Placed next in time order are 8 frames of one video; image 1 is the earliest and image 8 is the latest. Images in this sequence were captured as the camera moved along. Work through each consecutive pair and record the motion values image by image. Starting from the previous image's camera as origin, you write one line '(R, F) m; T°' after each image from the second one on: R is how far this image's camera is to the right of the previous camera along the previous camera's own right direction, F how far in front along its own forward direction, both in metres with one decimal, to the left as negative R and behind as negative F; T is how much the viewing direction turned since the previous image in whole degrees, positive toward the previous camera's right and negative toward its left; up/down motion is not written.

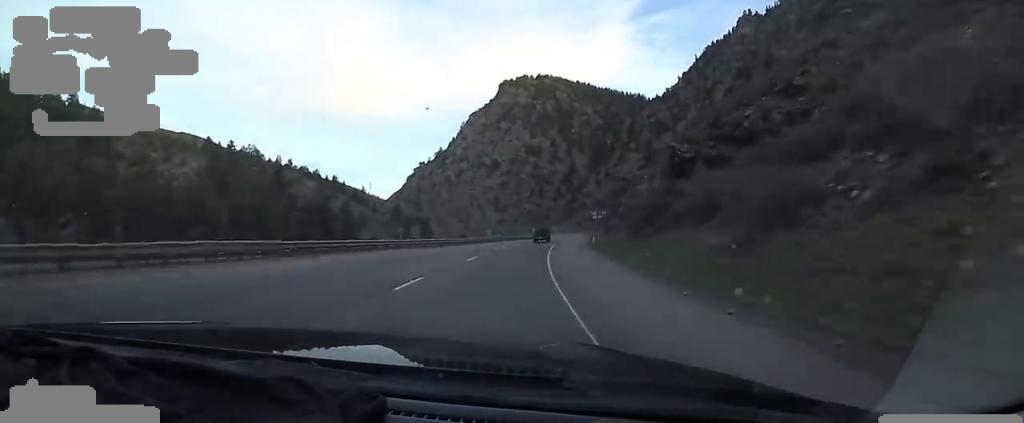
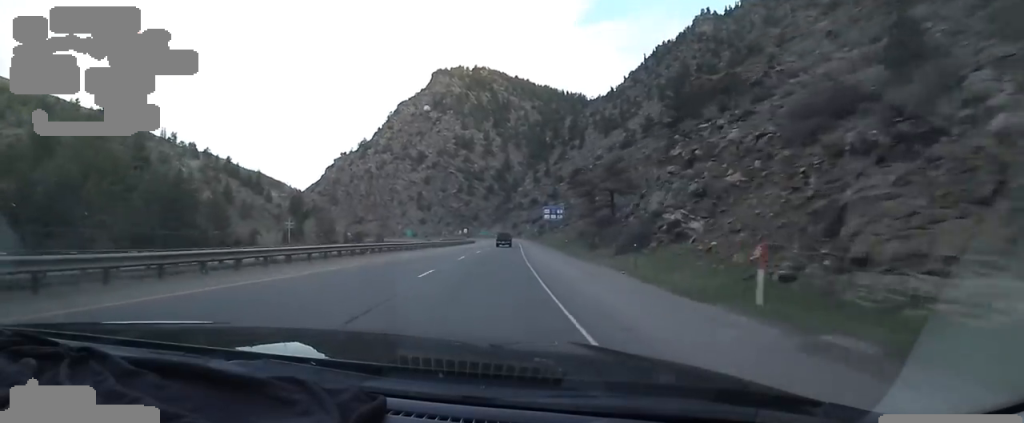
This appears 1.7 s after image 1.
(+3.7, +44.7) m; +8°
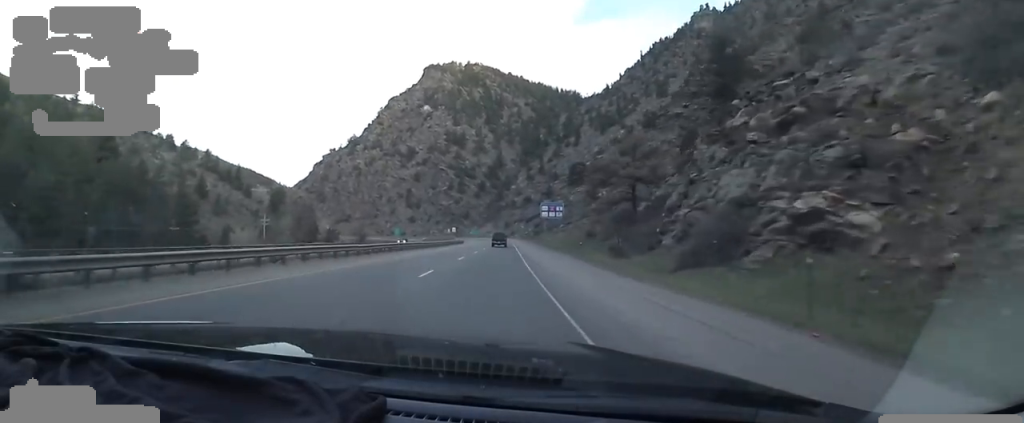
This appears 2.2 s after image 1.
(+0.6, +12.0) m; +1°
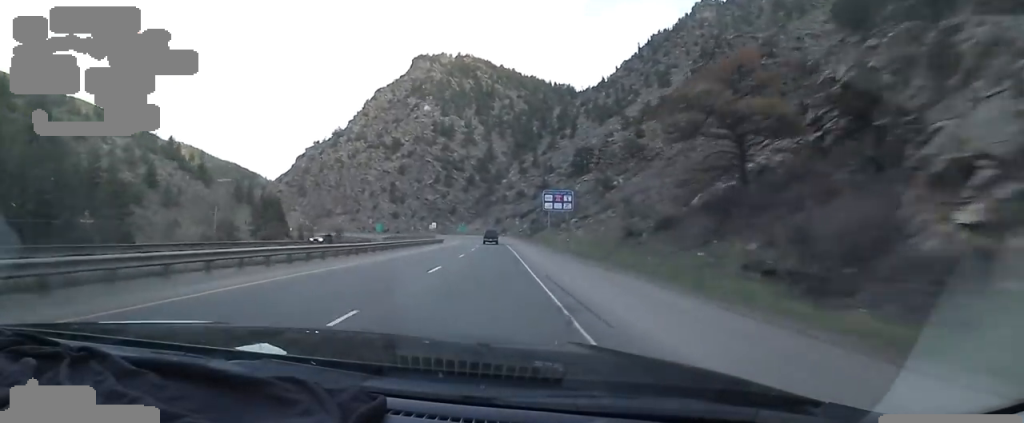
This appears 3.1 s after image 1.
(0.0, +23.1) m; 0°
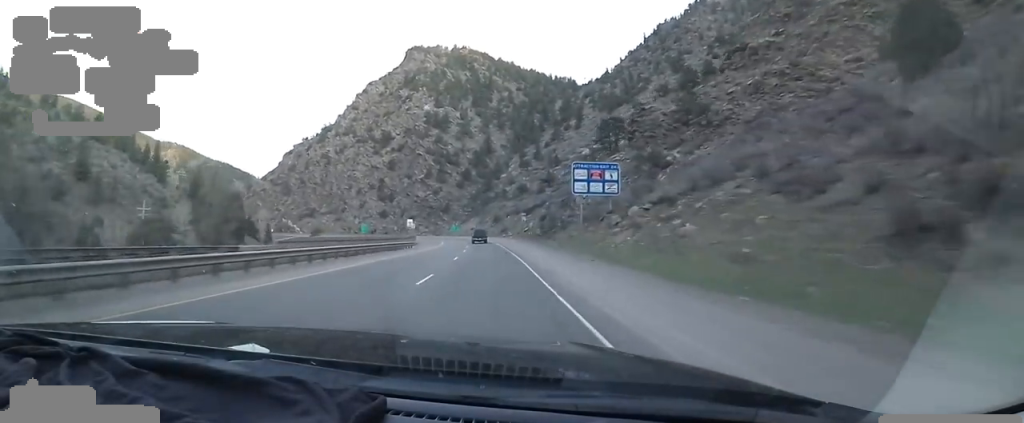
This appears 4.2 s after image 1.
(+0.2, +28.2) m; +1°
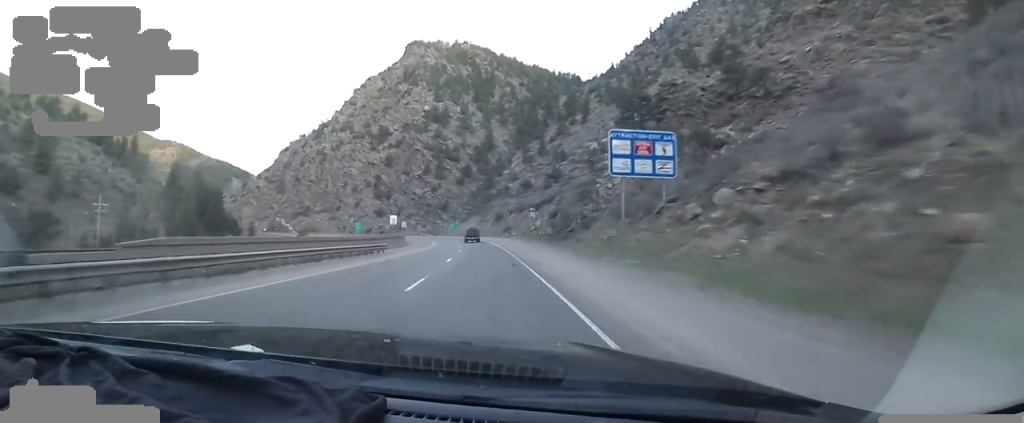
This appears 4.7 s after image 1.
(+0.1, +13.8) m; 0°
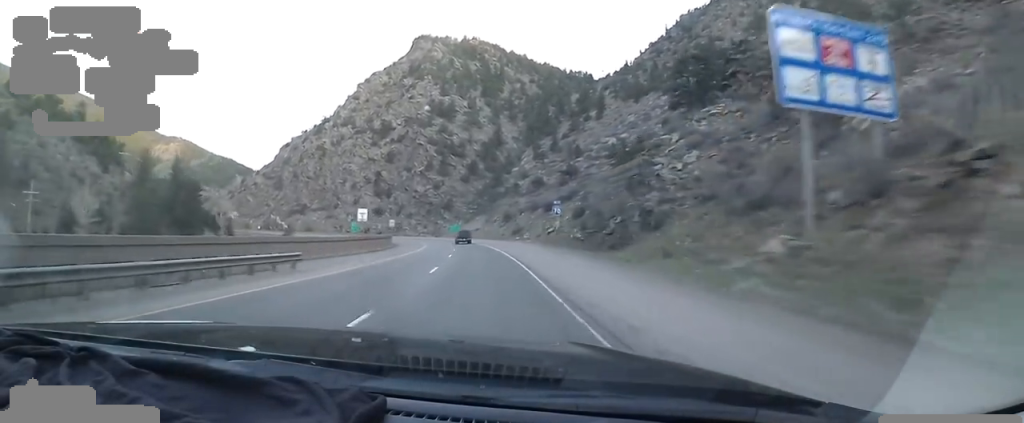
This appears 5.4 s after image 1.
(+0.2, +18.1) m; -2°
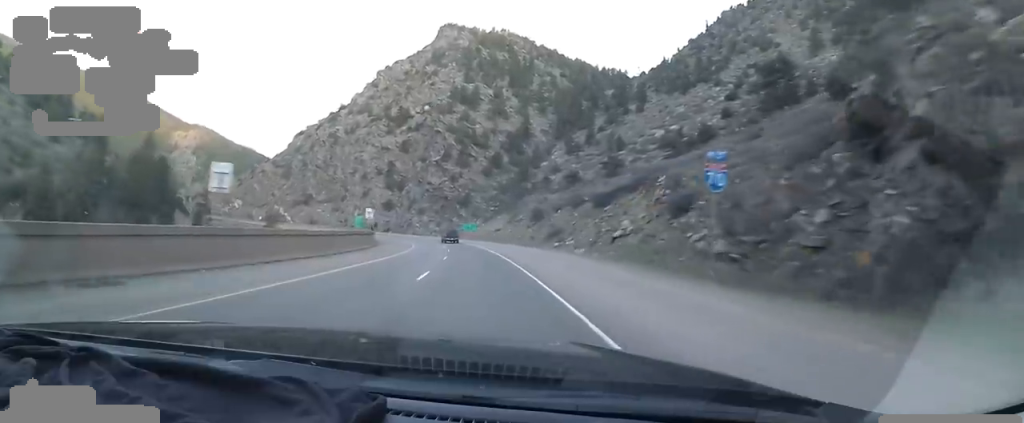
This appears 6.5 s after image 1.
(-1.3, +27.5) m; -3°
